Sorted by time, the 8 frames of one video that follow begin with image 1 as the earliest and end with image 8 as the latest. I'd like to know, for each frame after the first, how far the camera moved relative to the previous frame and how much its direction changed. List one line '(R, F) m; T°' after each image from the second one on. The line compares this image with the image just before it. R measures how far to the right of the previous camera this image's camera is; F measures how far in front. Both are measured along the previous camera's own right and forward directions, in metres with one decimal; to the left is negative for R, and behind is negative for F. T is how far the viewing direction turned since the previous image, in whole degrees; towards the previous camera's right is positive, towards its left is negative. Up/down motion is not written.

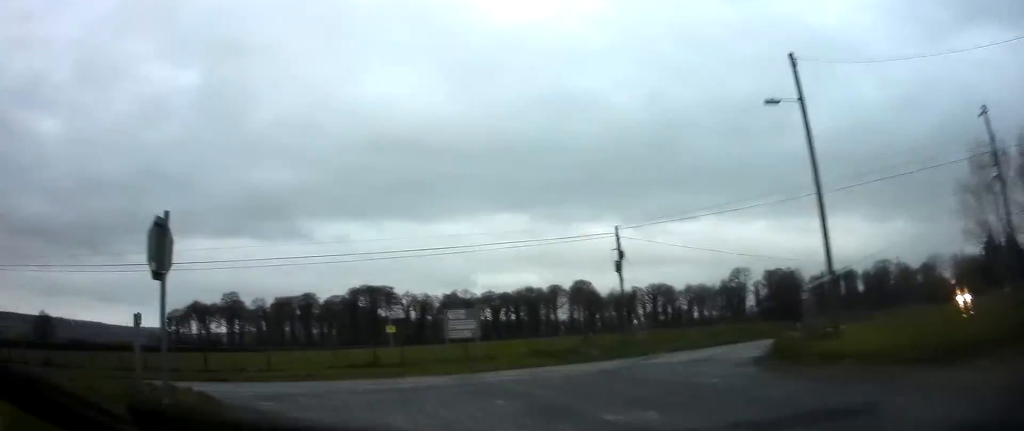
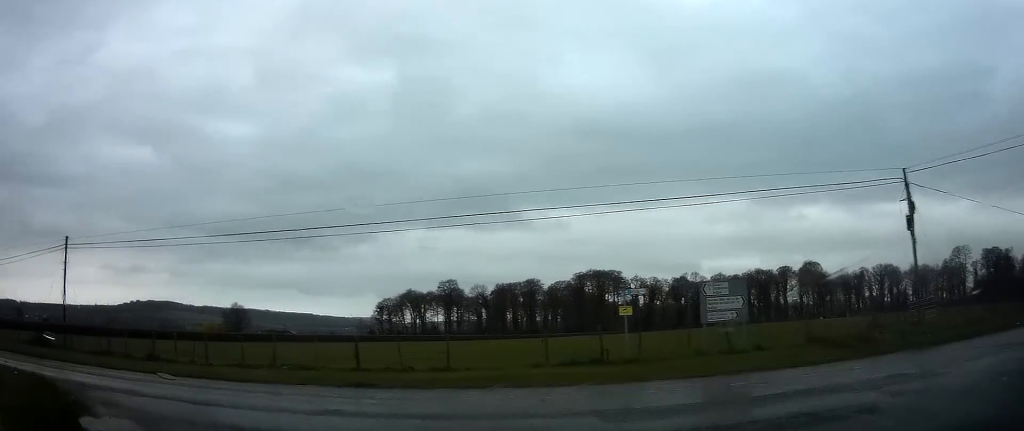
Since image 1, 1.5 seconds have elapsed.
(-1.5, +8.6) m; -28°
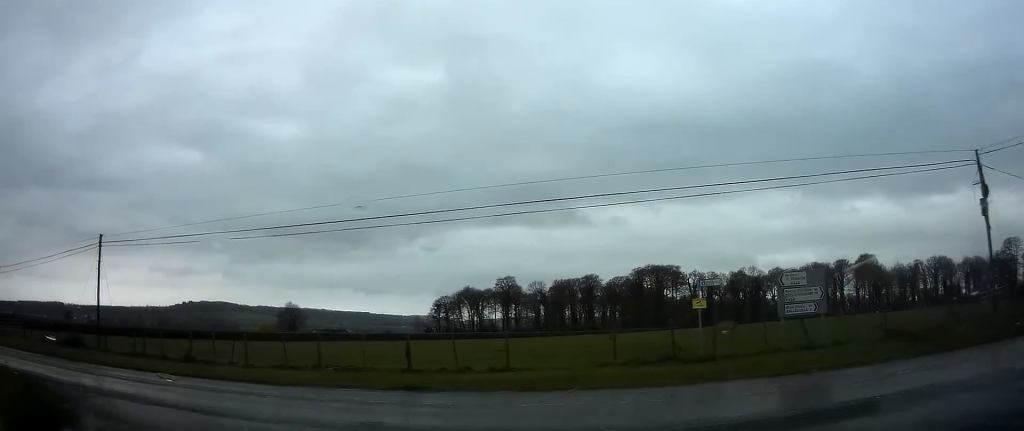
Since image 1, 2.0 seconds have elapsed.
(-0.3, +1.9) m; -13°
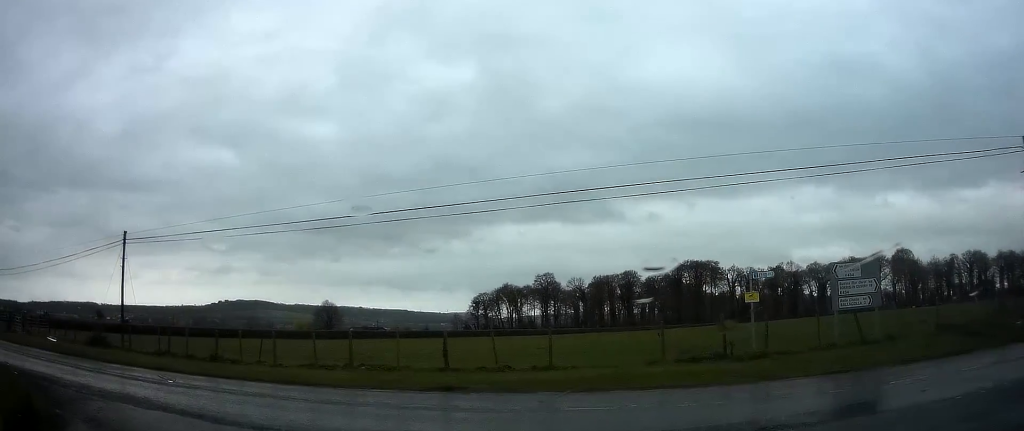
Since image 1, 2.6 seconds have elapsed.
(-0.2, +2.0) m; -18°
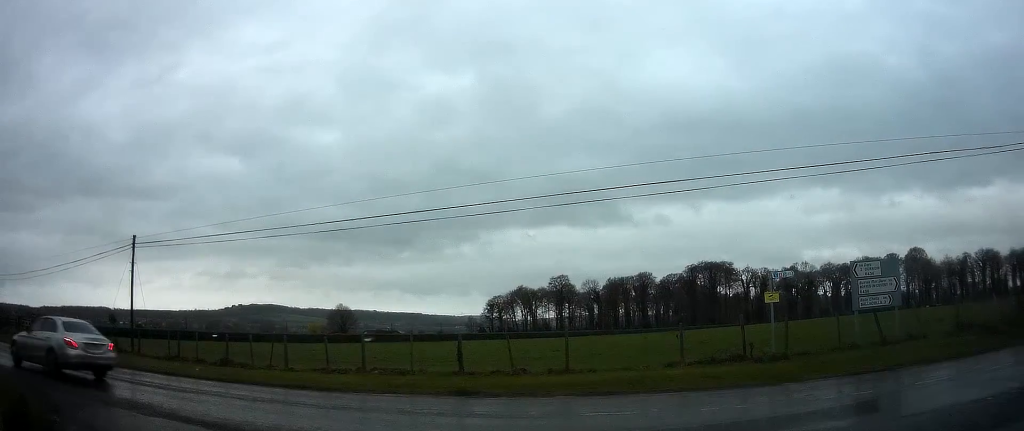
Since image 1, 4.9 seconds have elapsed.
(-1.1, +2.9) m; -4°
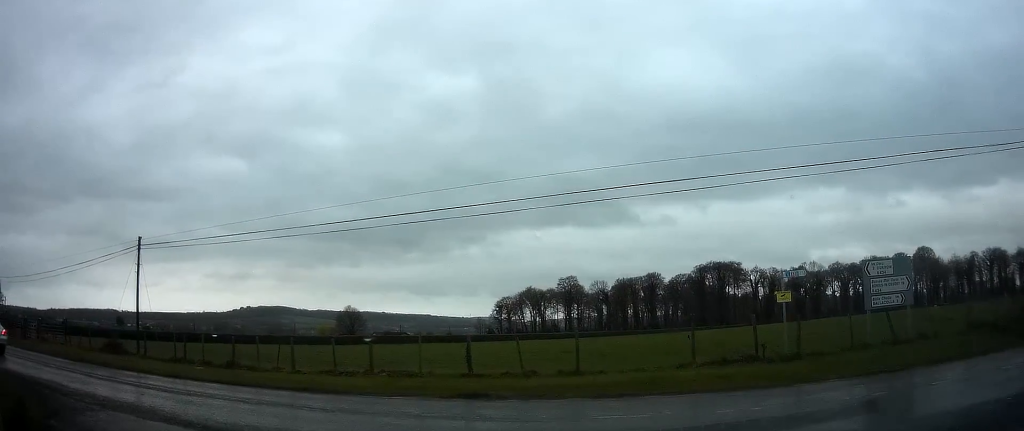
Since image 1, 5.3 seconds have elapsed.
(-0.1, +0.5) m; -6°
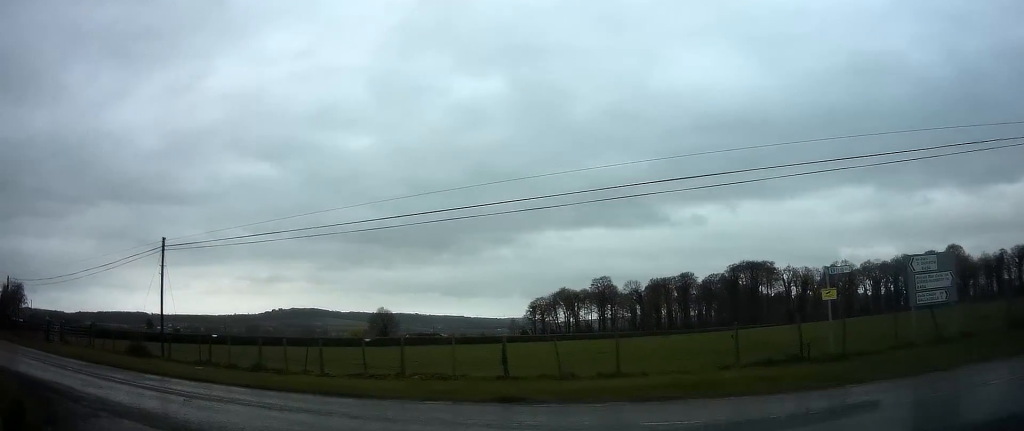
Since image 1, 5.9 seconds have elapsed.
(-0.1, +0.8) m; -5°
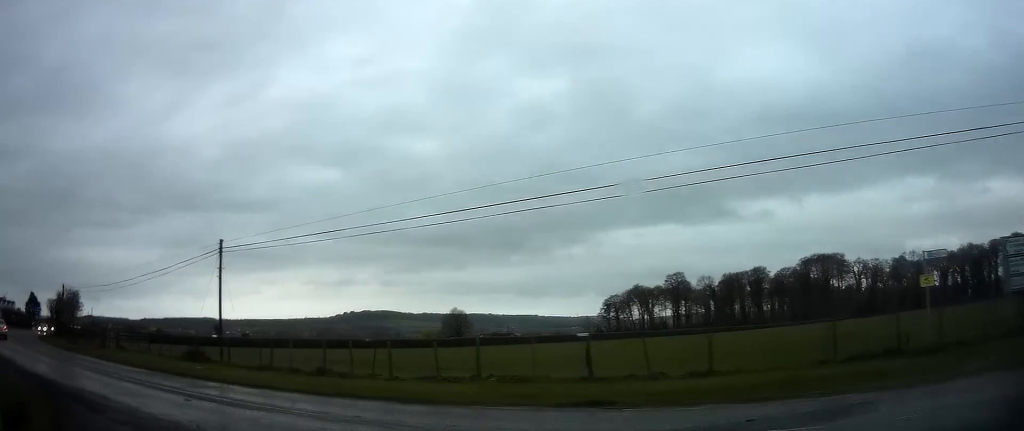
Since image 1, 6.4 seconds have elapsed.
(0.0, +1.0) m; -2°
